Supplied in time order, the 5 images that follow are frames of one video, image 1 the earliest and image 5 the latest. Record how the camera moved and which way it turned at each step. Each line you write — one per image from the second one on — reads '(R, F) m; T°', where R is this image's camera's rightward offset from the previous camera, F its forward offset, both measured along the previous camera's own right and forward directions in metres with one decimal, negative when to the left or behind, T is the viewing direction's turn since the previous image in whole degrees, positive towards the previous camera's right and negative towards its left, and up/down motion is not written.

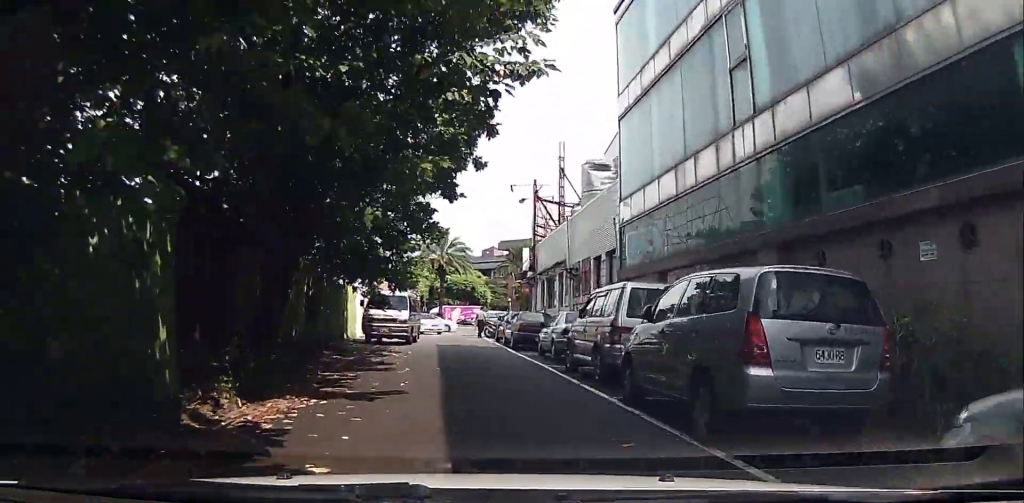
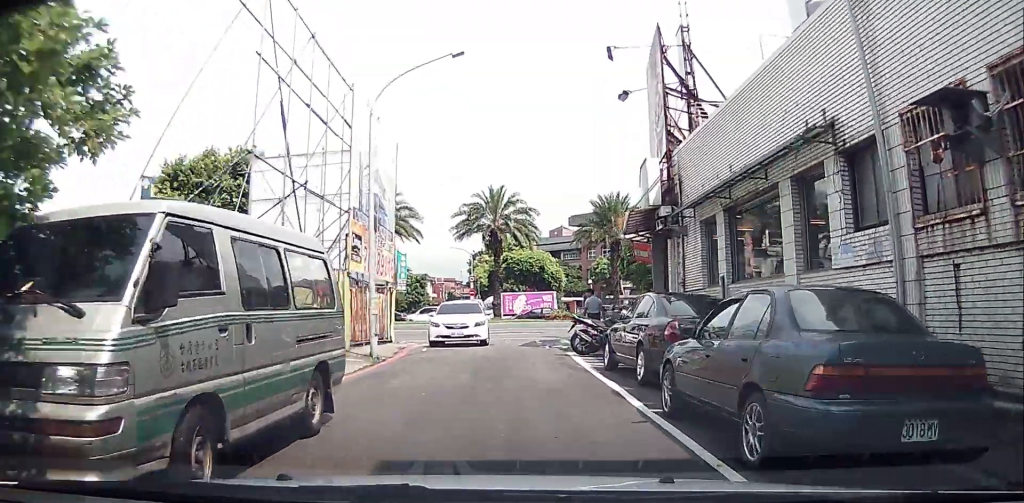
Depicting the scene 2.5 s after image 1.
(-2.2, +21.0) m; -5°
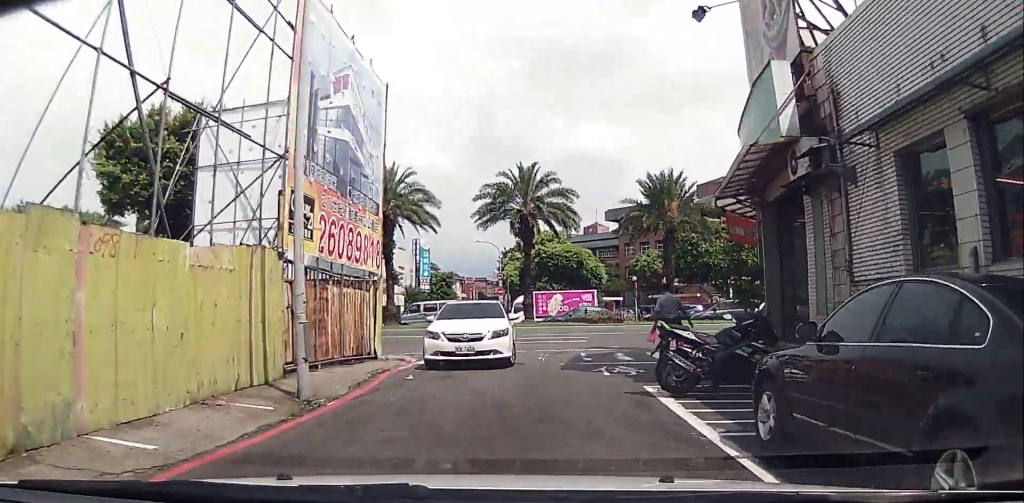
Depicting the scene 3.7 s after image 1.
(+0.7, +8.7) m; +1°
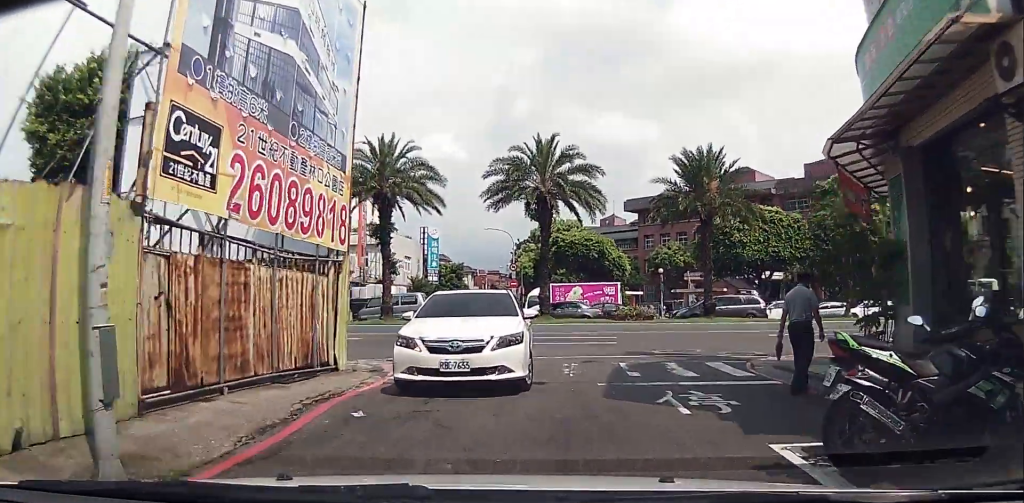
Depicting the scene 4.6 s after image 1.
(-0.6, +5.8) m; -3°
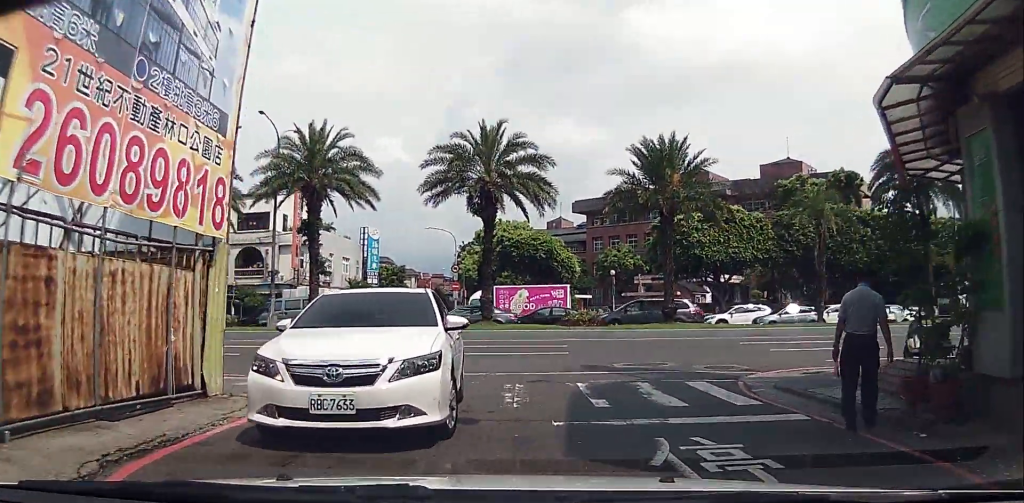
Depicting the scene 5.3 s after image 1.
(+0.1, +3.6) m; +5°
